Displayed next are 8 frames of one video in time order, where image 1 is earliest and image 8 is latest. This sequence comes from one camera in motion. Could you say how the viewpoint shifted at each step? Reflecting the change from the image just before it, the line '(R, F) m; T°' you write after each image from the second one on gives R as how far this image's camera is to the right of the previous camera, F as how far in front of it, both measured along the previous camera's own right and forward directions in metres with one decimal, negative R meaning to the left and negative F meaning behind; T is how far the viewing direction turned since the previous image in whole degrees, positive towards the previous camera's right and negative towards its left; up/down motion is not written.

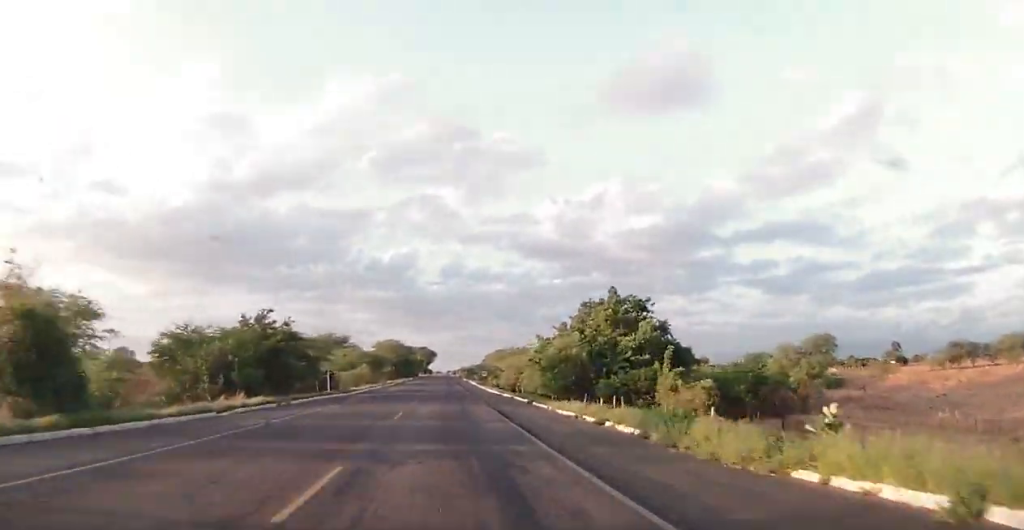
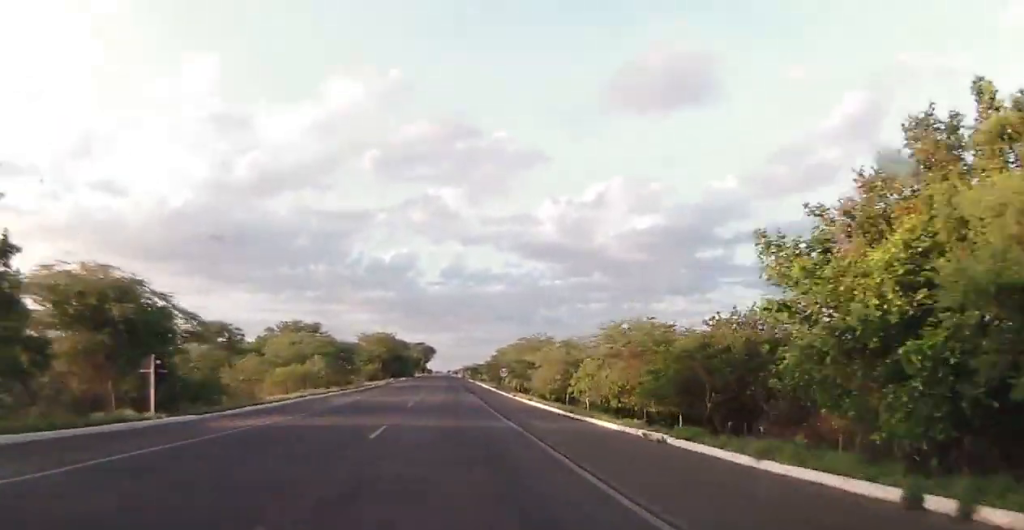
(+0.1, +33.2) m; 0°
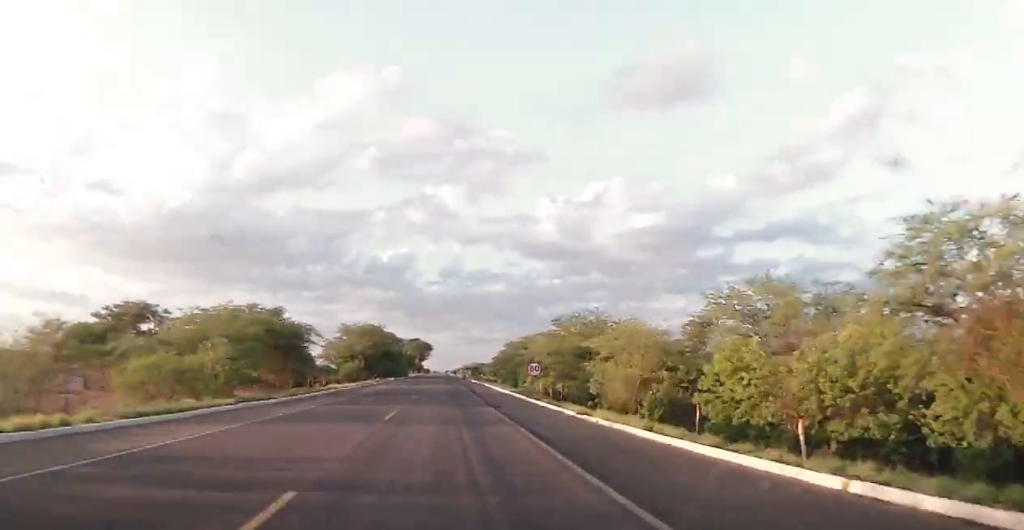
(+0.2, +25.0) m; 0°
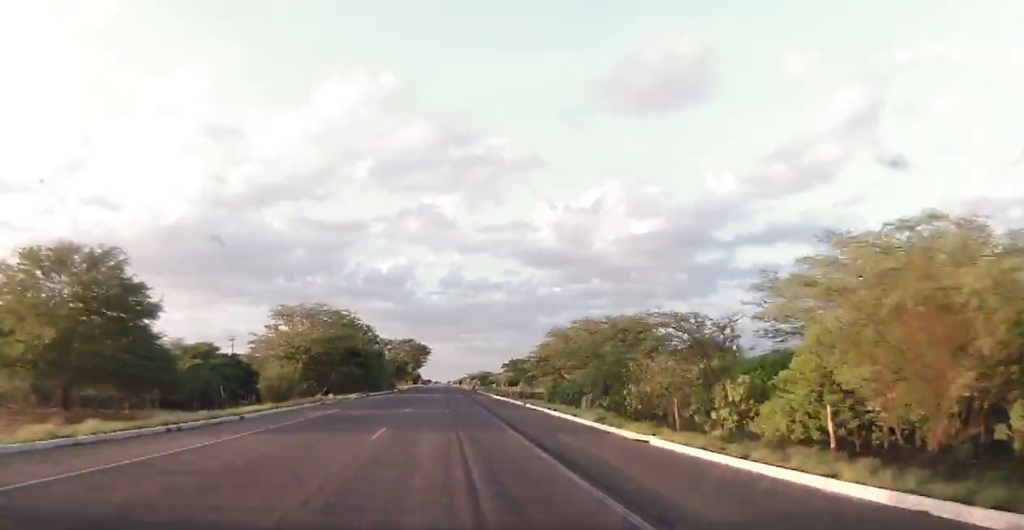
(-0.4, +45.8) m; 0°
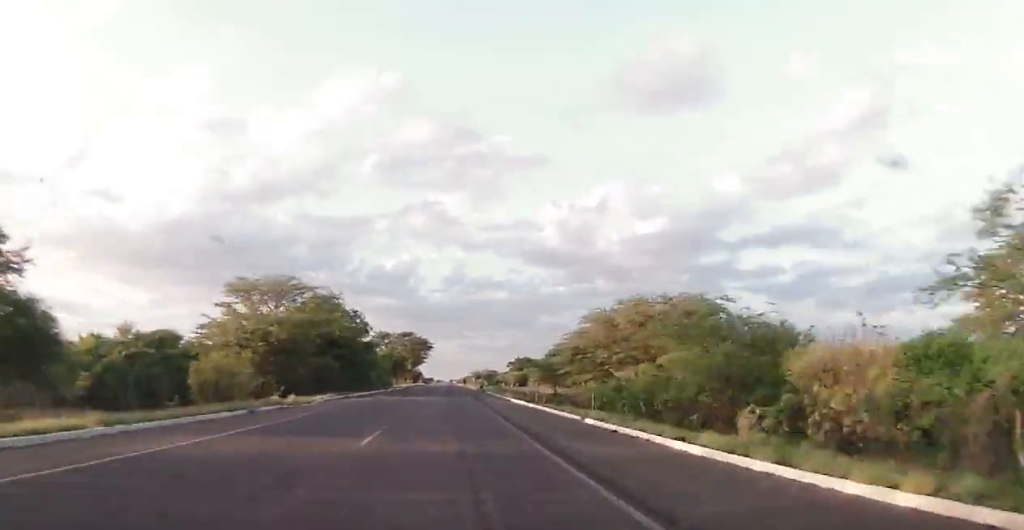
(0.0, +16.6) m; 0°
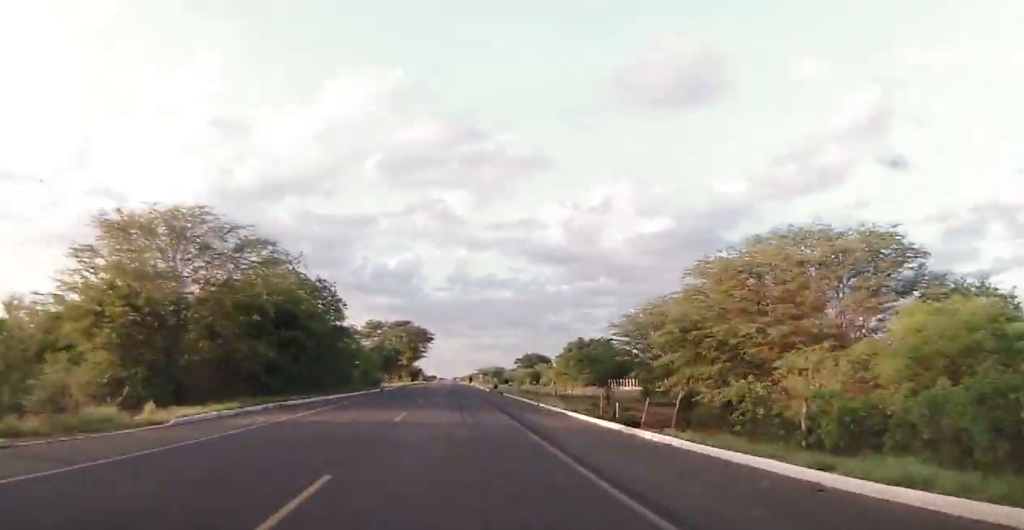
(-0.1, +22.8) m; 0°
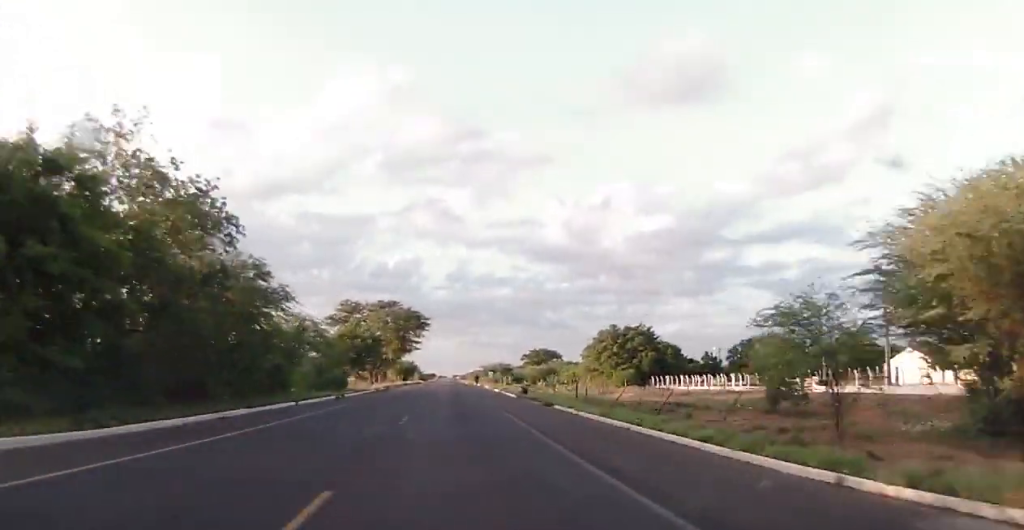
(0.0, +30.0) m; 0°
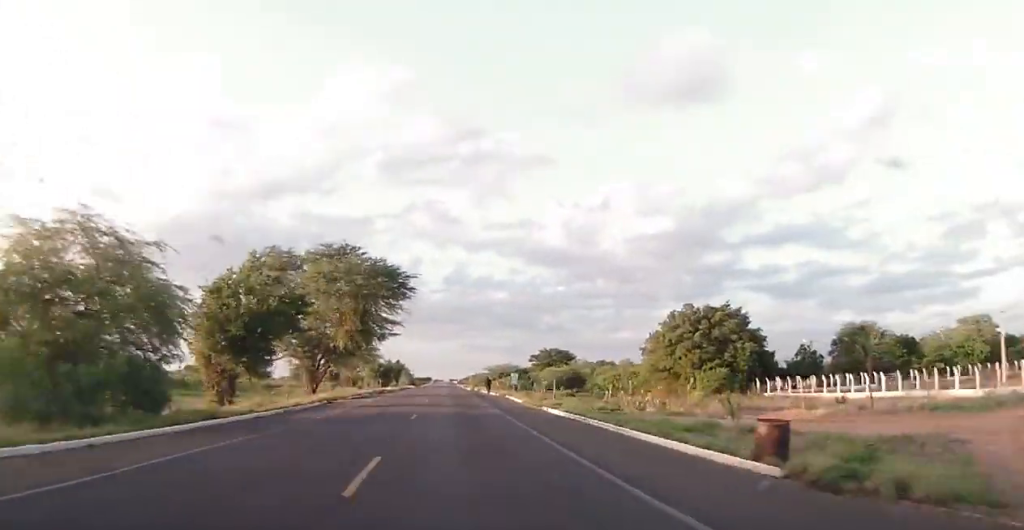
(+0.1, +39.3) m; 0°
